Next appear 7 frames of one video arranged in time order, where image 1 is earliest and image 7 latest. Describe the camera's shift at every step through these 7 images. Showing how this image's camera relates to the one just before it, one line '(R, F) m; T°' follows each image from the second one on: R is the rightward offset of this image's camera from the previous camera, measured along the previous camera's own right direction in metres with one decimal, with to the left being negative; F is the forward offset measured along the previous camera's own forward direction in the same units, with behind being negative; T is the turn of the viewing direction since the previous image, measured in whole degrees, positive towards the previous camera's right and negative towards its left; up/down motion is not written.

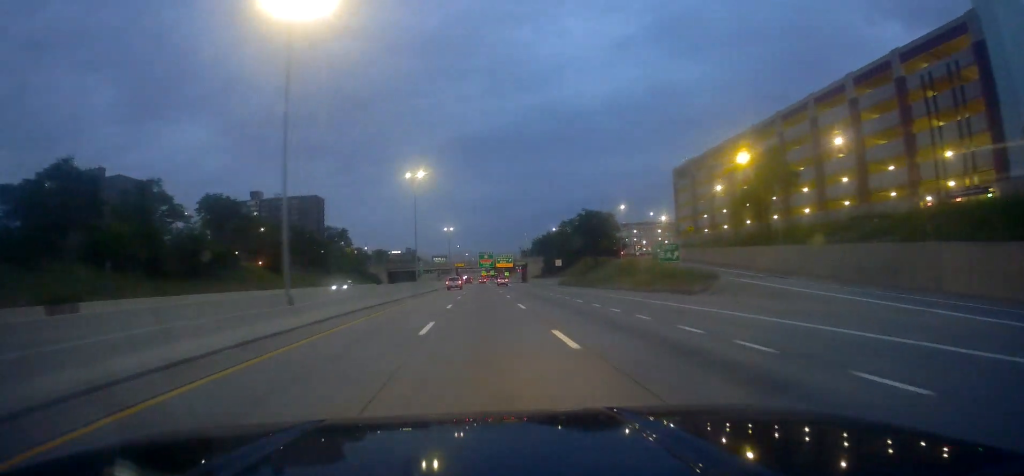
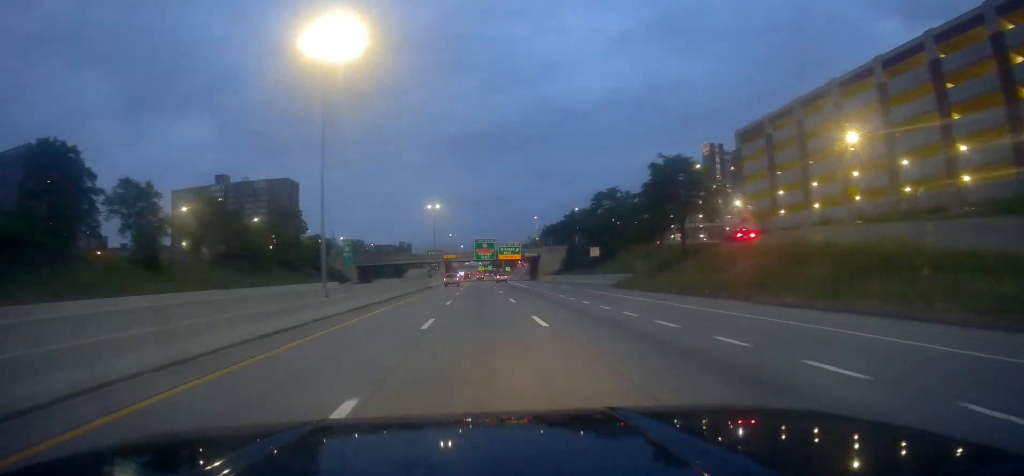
(0.0, +39.8) m; 0°
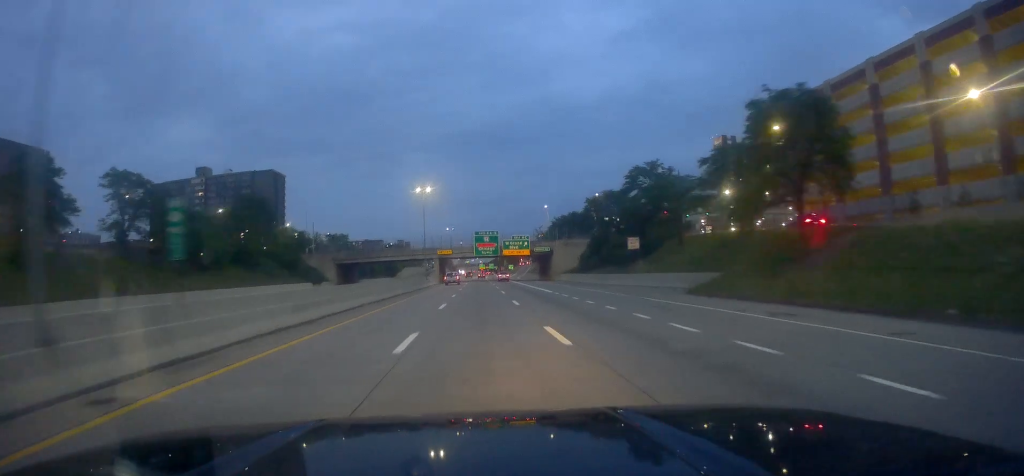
(0.0, +19.9) m; 0°
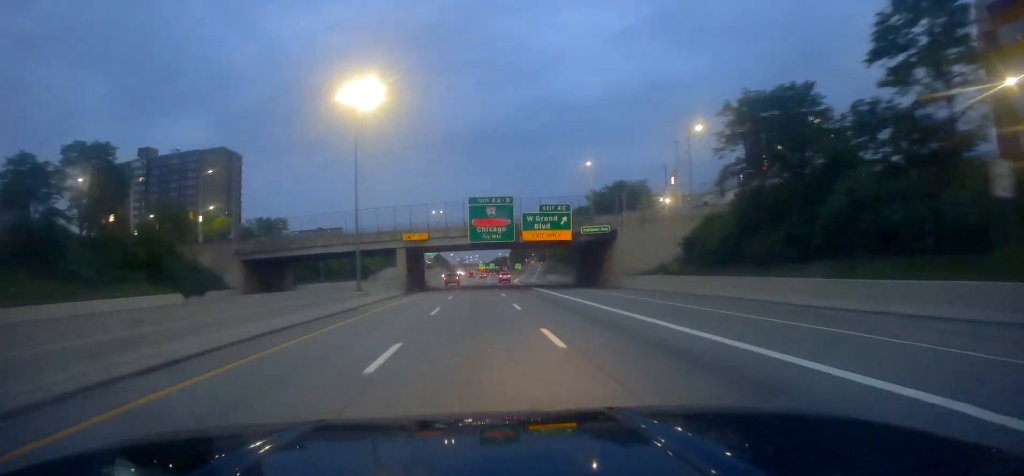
(0.0, +46.5) m; 0°
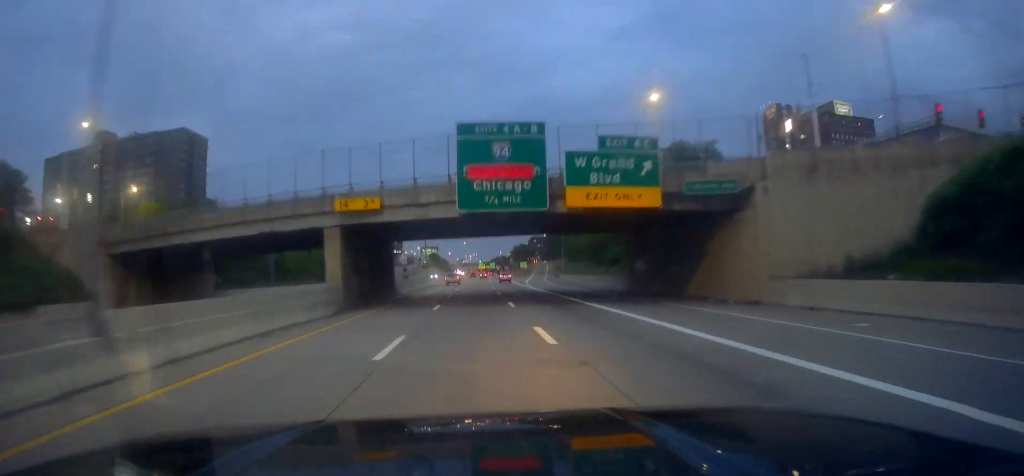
(-0.2, +27.6) m; 0°
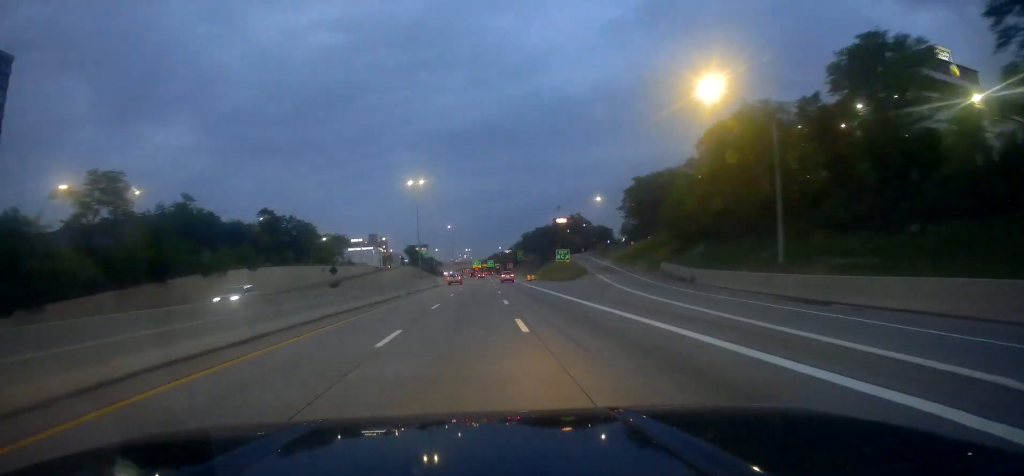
(+0.6, +87.7) m; +1°
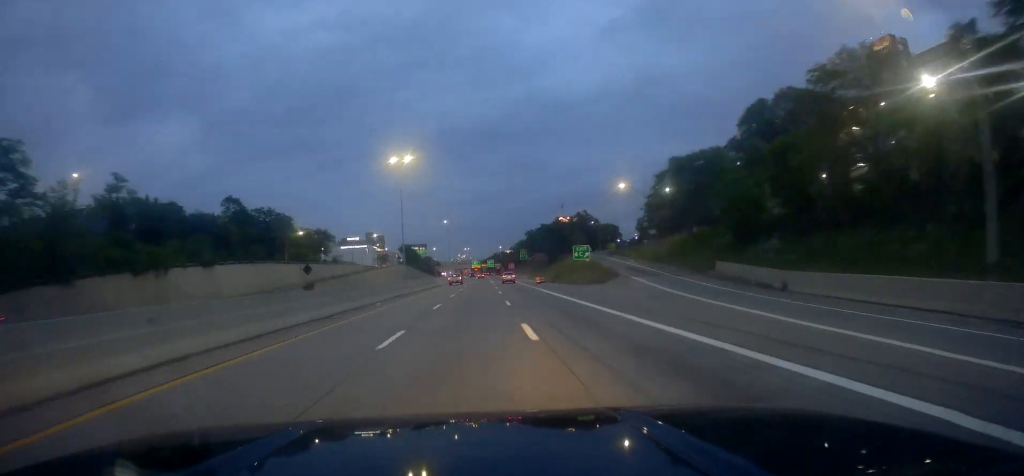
(+0.5, +15.2) m; 0°
